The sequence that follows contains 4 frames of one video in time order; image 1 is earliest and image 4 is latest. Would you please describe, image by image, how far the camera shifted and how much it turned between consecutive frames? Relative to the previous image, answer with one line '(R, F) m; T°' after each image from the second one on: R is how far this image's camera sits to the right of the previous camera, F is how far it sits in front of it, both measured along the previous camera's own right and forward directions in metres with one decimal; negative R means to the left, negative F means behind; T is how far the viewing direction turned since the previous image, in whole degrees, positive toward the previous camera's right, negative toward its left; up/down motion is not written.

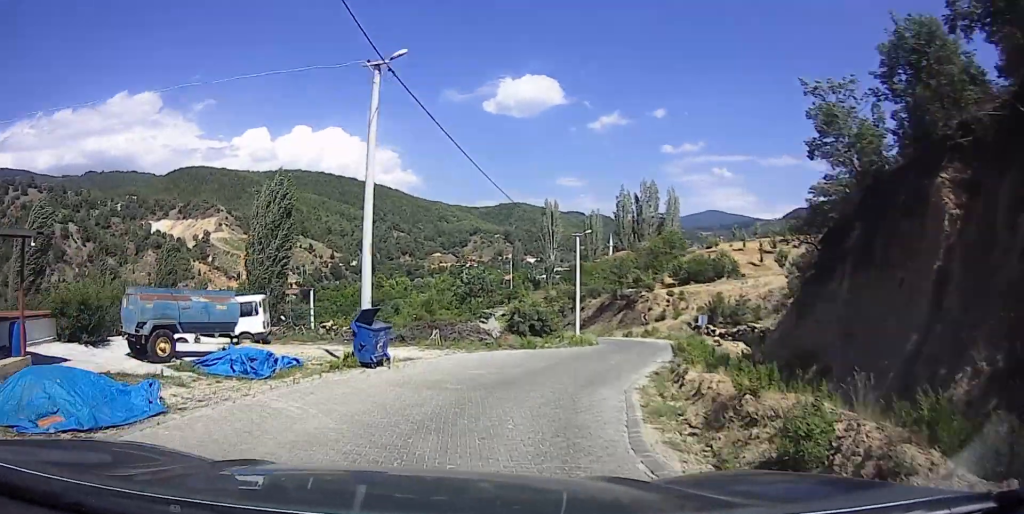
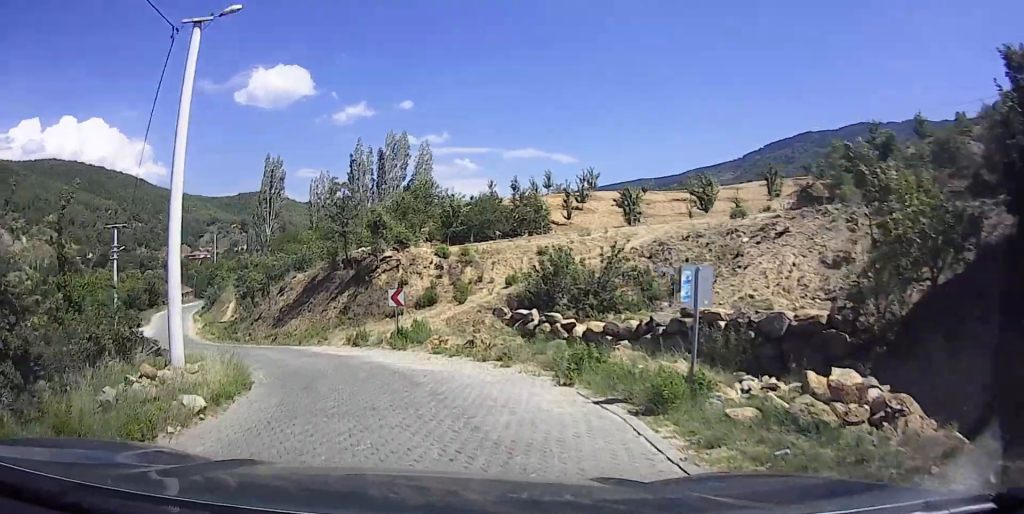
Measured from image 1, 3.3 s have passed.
(+8.4, +26.7) m; +17°
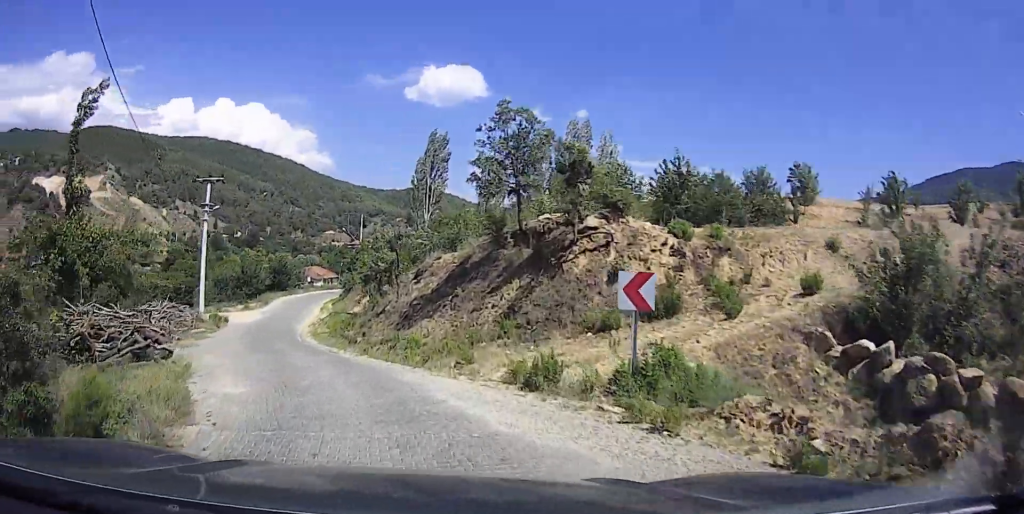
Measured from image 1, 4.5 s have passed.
(-2.1, +12.2) m; -15°
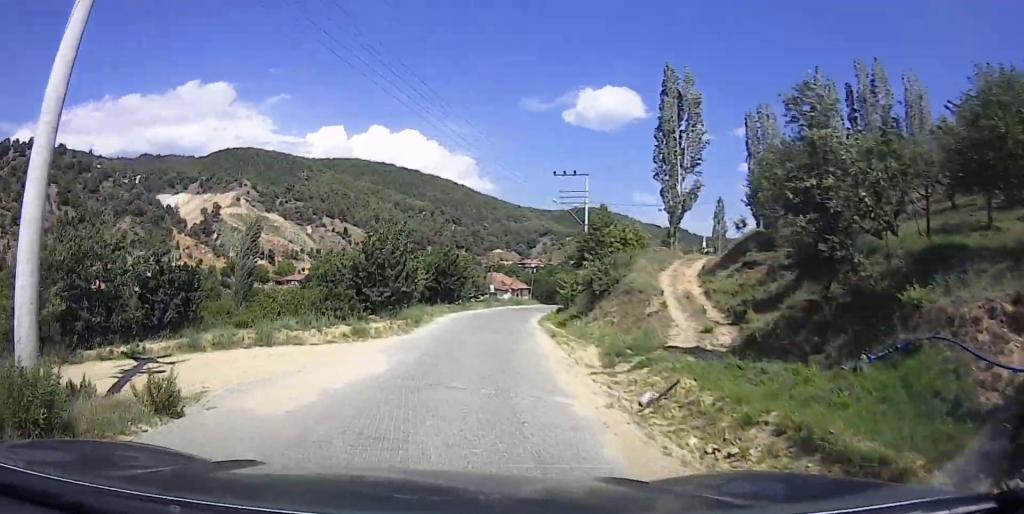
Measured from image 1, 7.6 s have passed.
(-3.9, +30.5) m; -8°
